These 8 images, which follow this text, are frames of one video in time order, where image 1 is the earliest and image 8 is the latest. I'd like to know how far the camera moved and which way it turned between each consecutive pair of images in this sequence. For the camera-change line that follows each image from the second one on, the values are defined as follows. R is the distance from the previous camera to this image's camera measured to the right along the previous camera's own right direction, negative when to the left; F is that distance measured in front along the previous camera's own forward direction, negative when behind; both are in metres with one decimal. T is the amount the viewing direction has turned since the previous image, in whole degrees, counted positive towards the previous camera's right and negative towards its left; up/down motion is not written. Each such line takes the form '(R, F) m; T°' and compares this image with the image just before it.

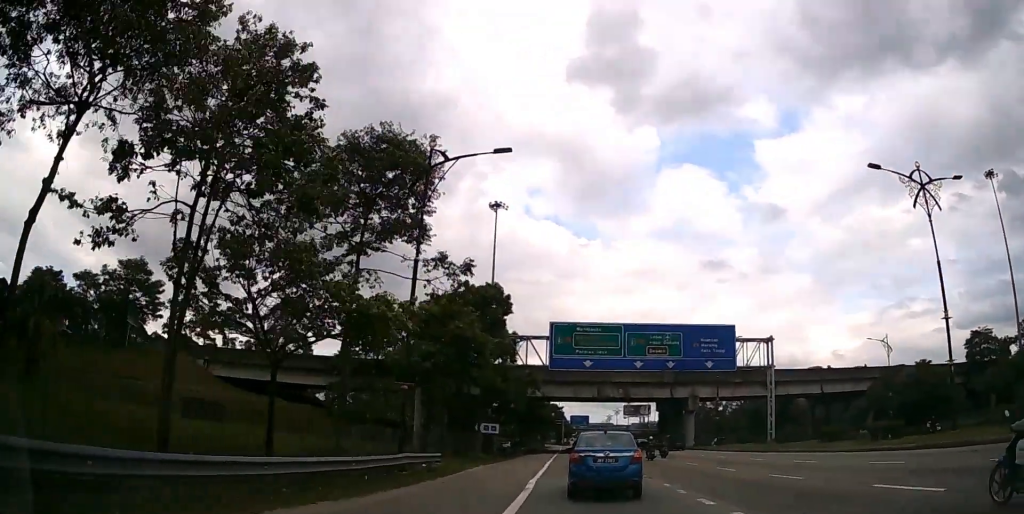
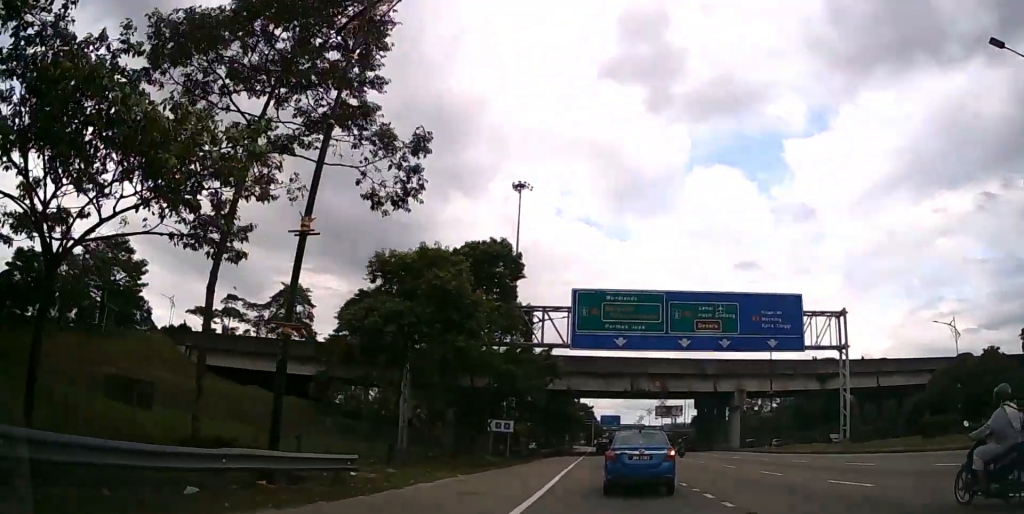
(-0.5, +9.0) m; -3°
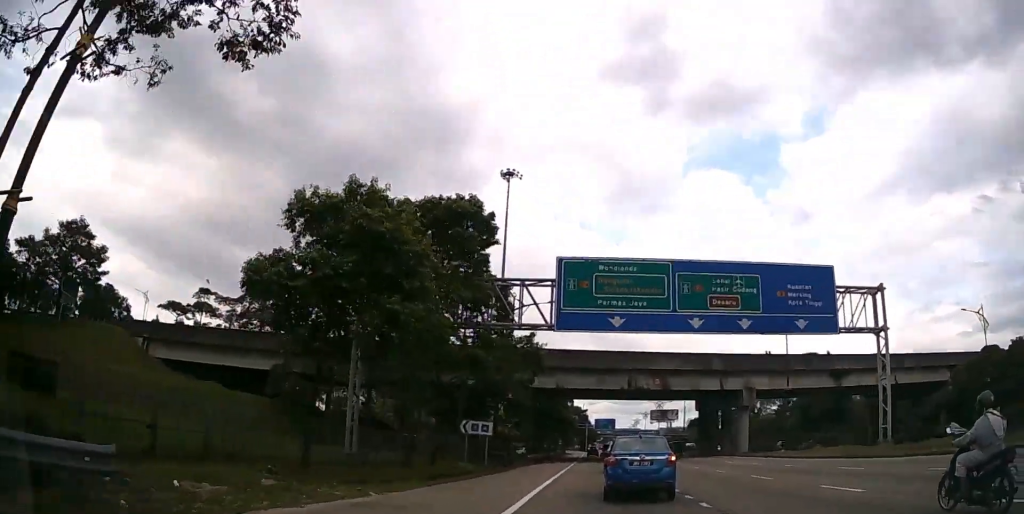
(-0.1, +7.1) m; 0°
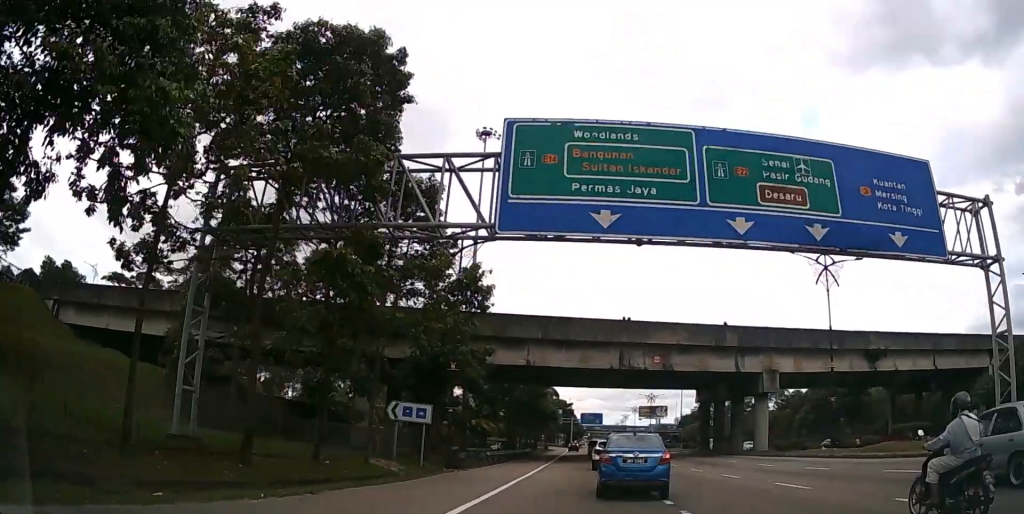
(+0.1, +12.3) m; +1°
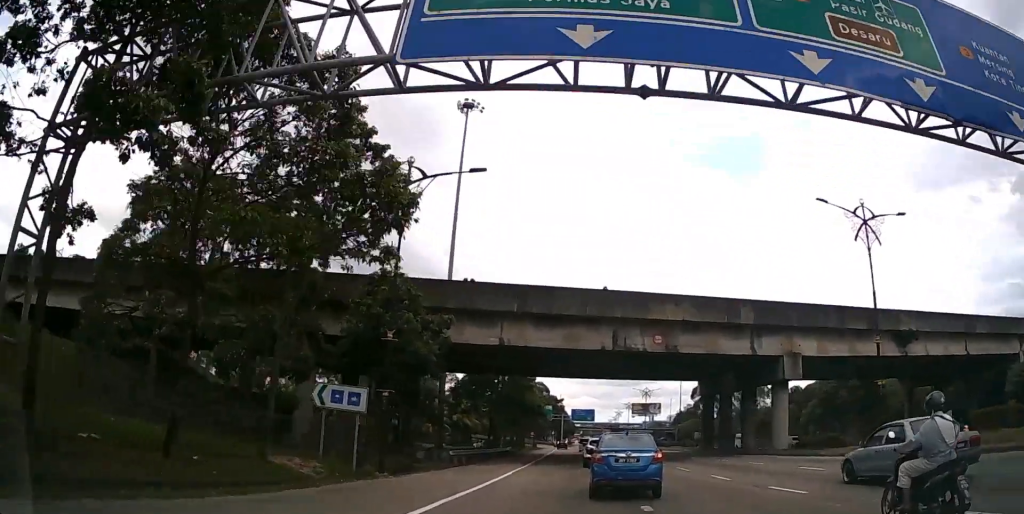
(+0.1, +7.5) m; +1°
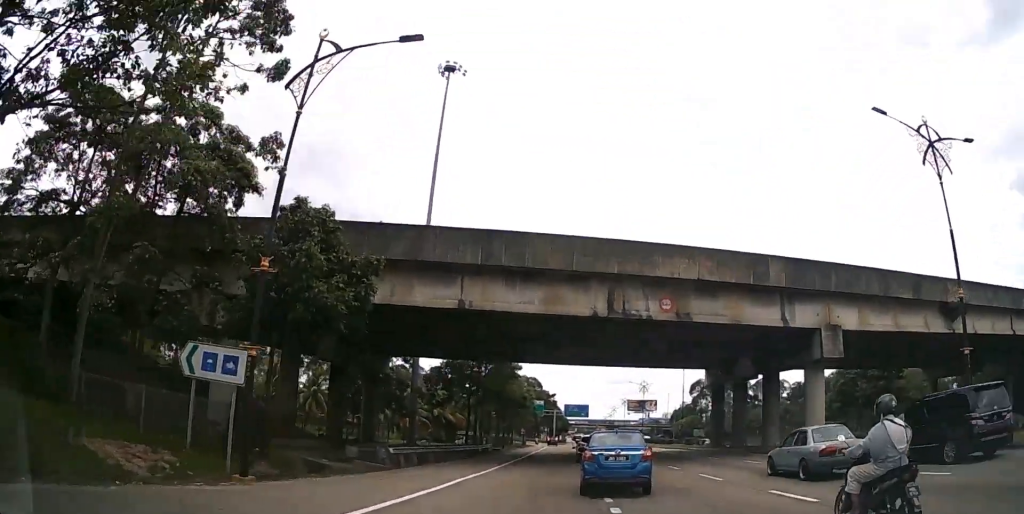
(+0.1, +8.5) m; +1°
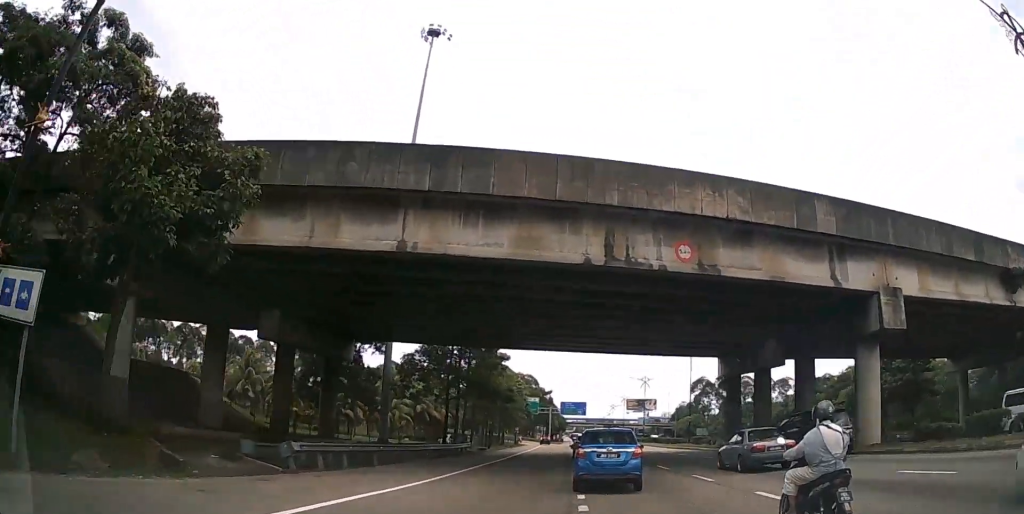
(+0.1, +7.7) m; +1°
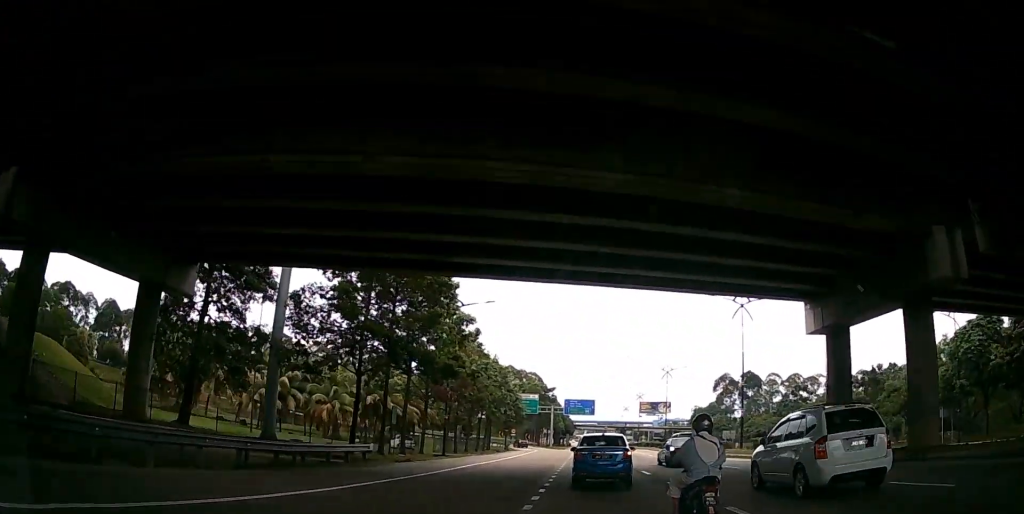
(+0.1, +21.2) m; -1°
